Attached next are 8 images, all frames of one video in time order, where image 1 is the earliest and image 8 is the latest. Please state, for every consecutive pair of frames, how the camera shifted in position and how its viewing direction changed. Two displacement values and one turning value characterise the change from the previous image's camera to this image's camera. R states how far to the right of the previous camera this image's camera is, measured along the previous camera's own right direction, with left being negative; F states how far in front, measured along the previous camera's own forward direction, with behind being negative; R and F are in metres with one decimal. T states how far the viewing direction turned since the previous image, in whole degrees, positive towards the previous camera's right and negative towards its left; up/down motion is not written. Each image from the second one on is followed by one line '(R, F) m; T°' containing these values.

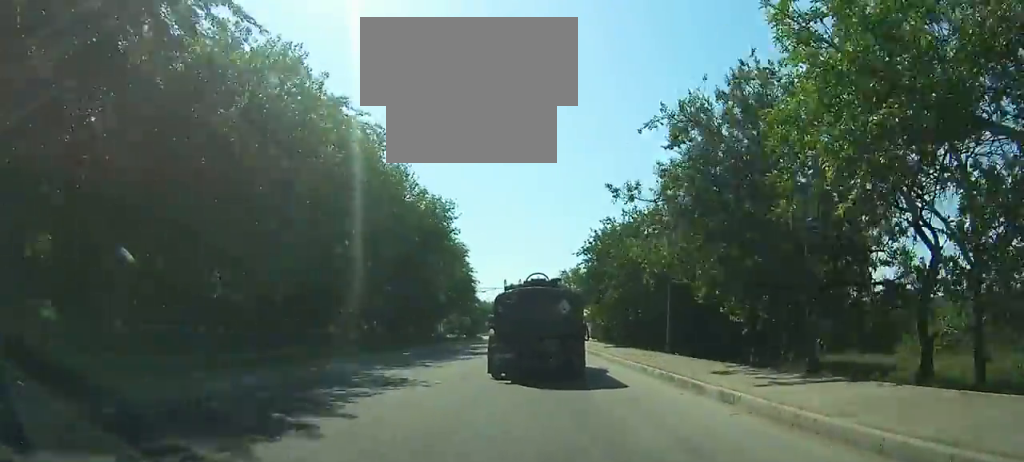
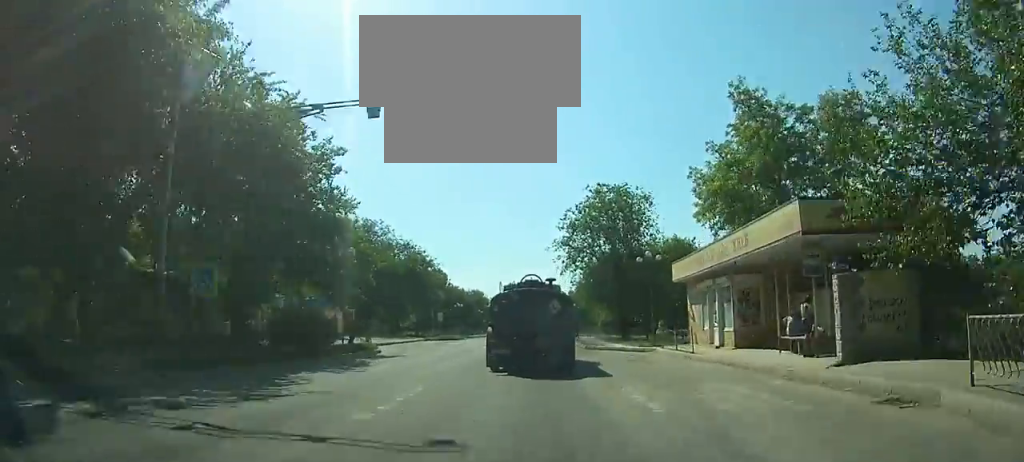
(+1.1, +60.7) m; -1°
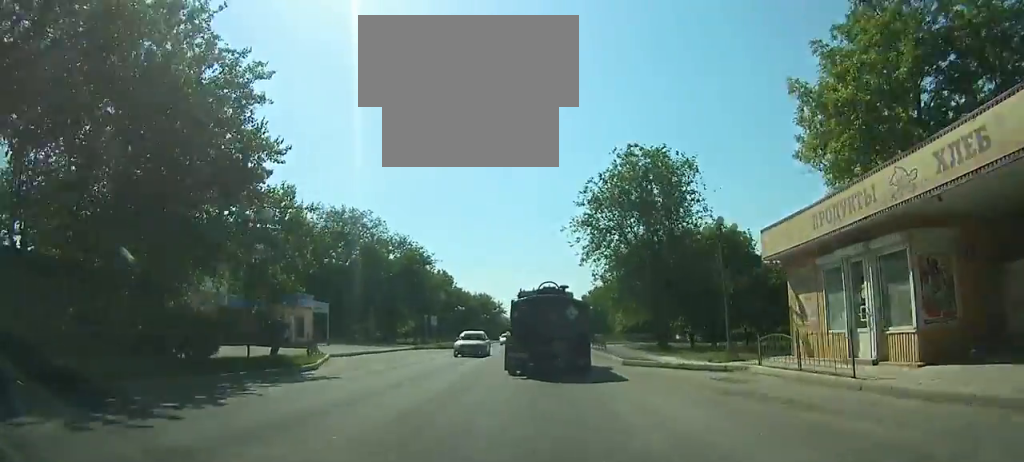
(+0.1, +10.3) m; -1°
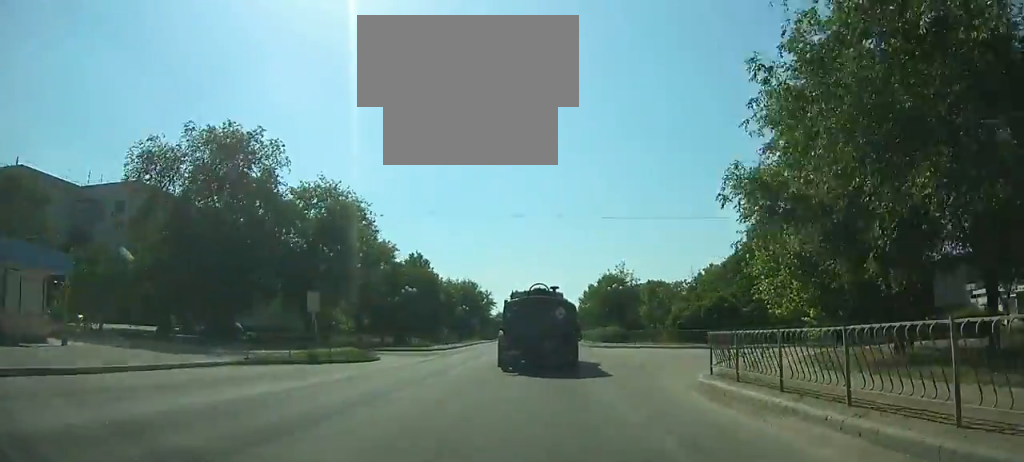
(-0.8, +29.0) m; -1°
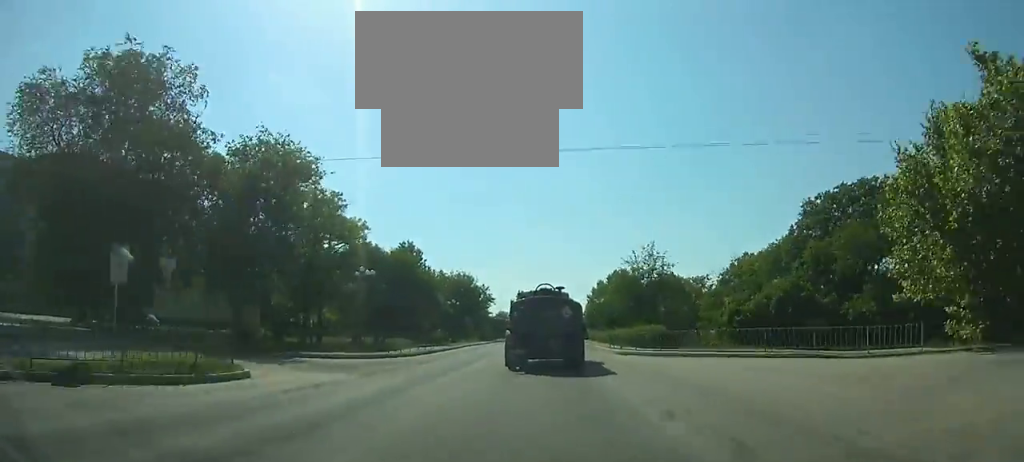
(+0.1, +12.8) m; 0°
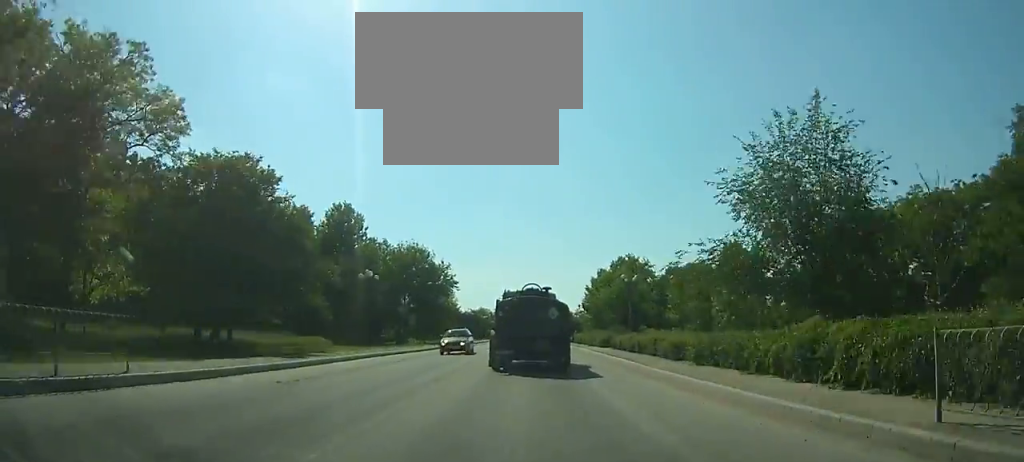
(+0.2, +27.8) m; 0°
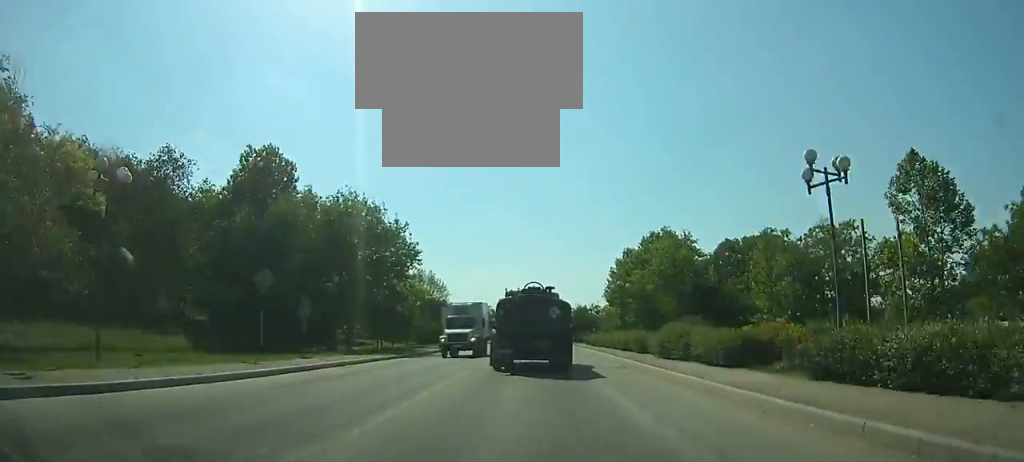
(-0.1, +25.5) m; 0°
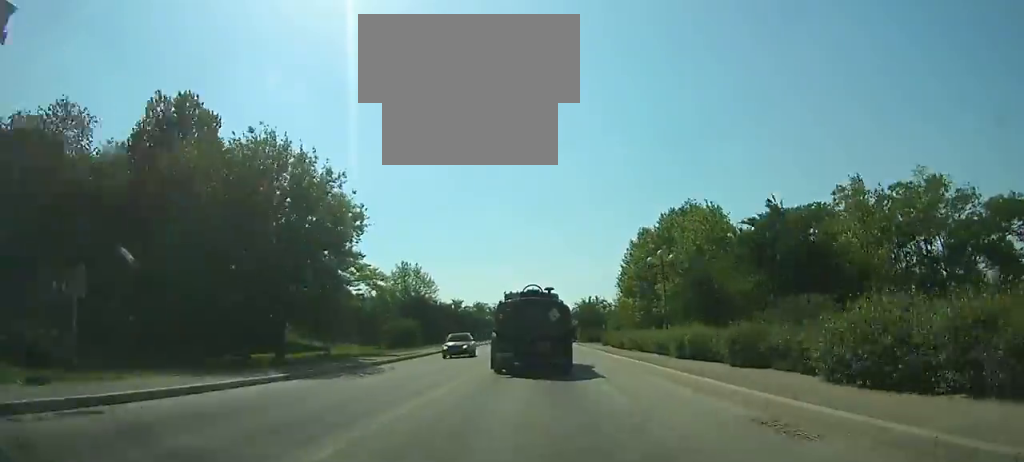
(-0.1, +14.2) m; 0°
